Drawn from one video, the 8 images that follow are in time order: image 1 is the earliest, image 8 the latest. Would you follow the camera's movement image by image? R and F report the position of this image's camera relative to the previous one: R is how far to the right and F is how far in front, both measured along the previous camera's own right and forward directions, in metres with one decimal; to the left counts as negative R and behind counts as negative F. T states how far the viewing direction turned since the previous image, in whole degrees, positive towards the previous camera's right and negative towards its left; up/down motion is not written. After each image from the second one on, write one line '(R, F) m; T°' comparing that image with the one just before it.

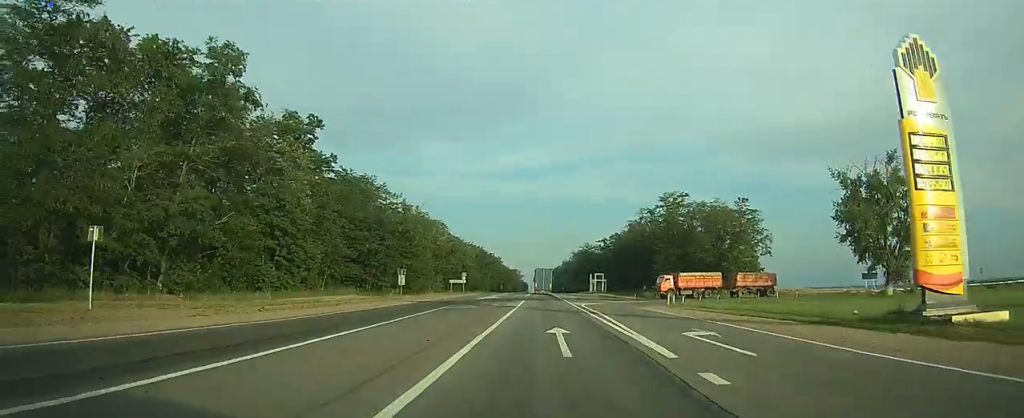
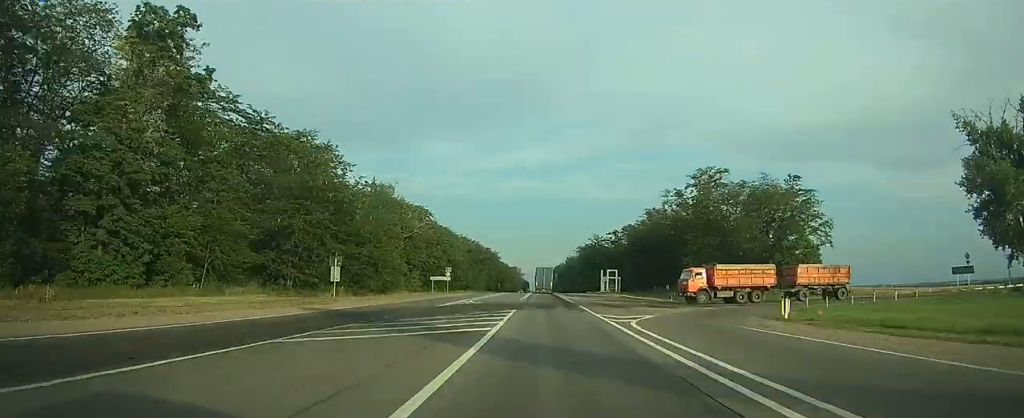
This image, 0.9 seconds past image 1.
(0.0, +21.1) m; 0°
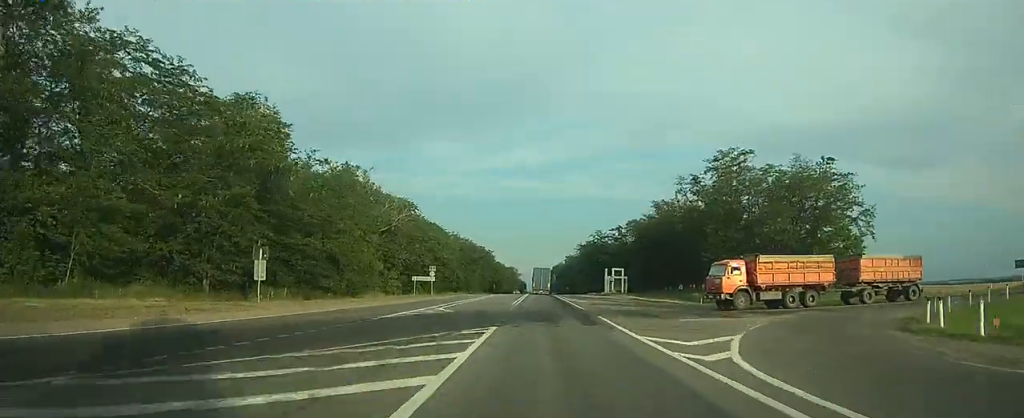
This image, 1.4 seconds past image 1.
(0.0, +11.4) m; 0°
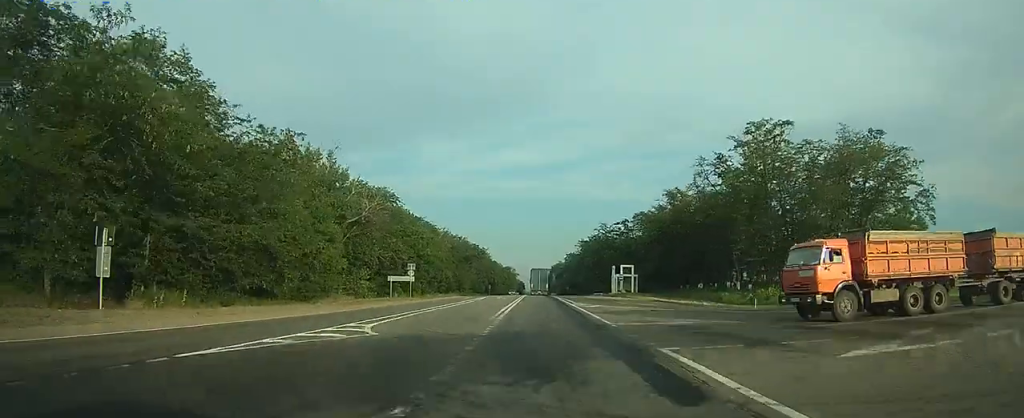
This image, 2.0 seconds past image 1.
(0.0, +12.2) m; 0°
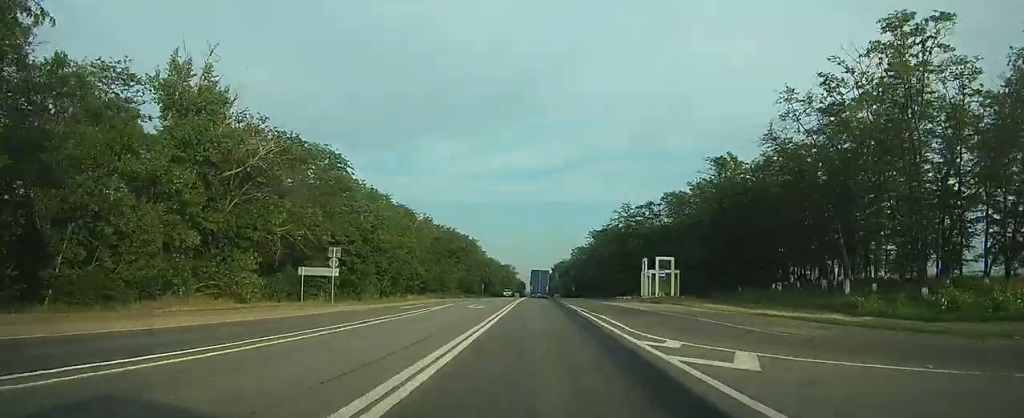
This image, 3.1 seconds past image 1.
(-0.1, +26.3) m; 0°
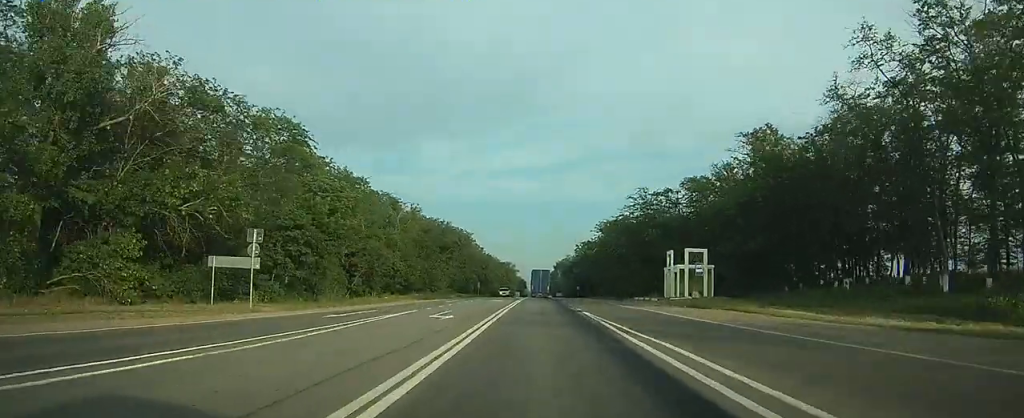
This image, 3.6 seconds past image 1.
(0.0, +12.6) m; 0°
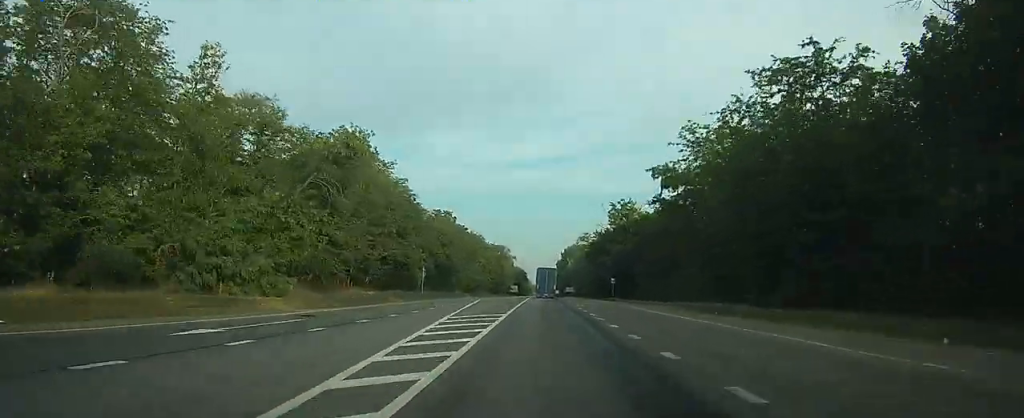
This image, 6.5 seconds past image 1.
(0.0, +68.6) m; 0°
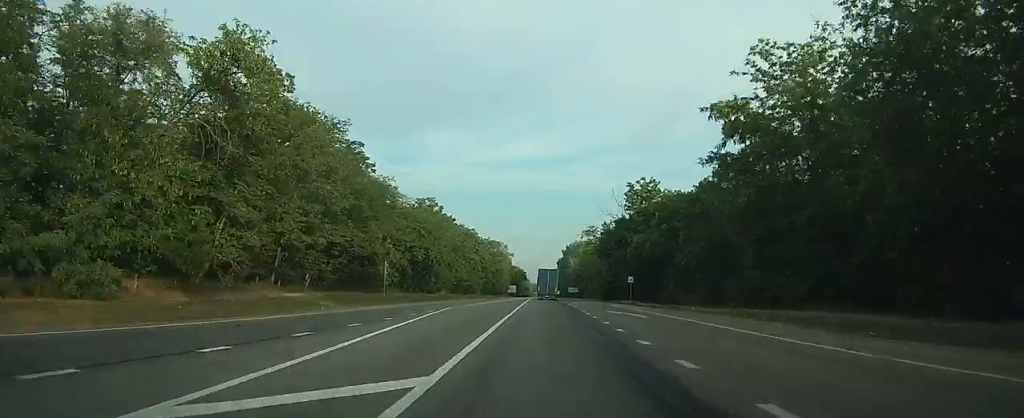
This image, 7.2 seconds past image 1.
(0.0, +17.0) m; 0°
